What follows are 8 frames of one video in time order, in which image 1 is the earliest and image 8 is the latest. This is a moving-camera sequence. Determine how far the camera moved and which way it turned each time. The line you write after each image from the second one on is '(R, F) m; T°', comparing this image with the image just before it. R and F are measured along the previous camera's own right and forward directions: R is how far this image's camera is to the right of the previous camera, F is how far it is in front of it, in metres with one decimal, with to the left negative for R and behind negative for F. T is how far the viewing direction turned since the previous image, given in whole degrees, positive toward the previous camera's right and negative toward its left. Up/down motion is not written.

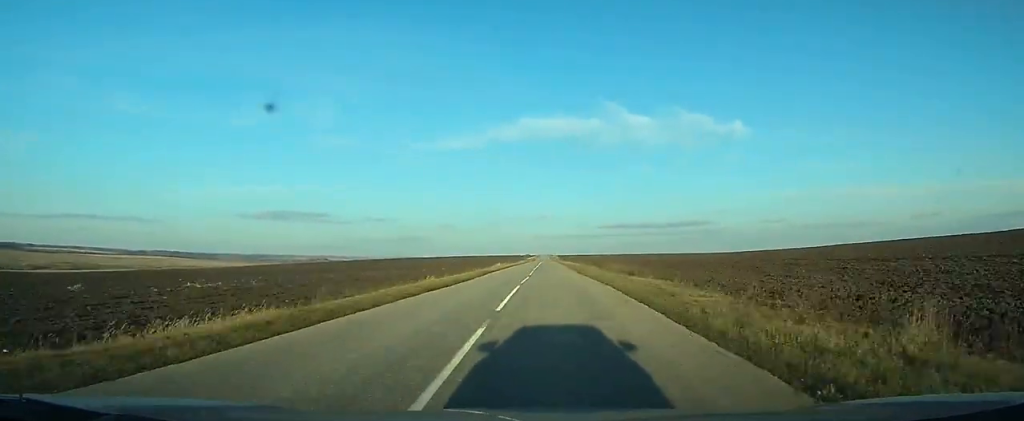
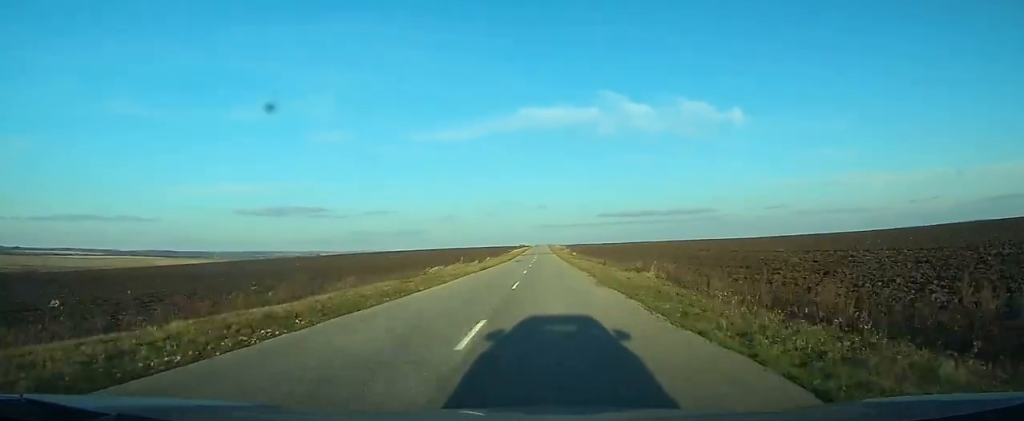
(+1.3, +127.6) m; +1°
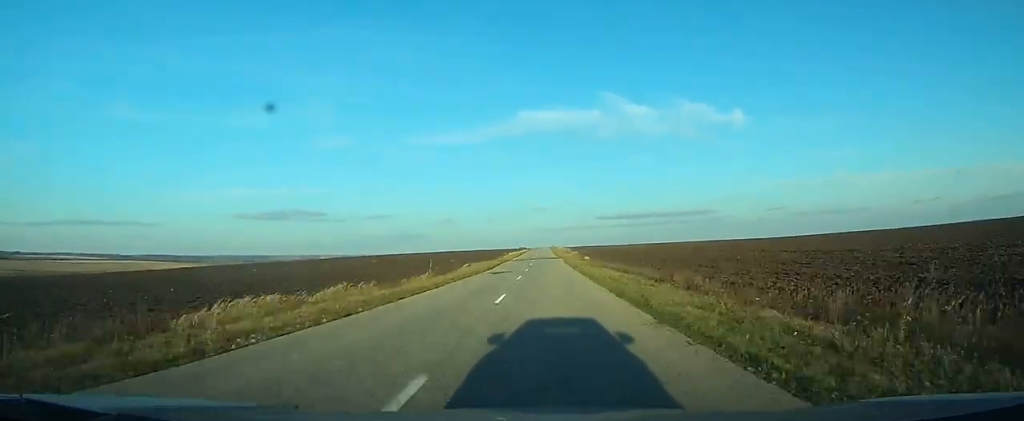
(0.0, +26.6) m; 0°
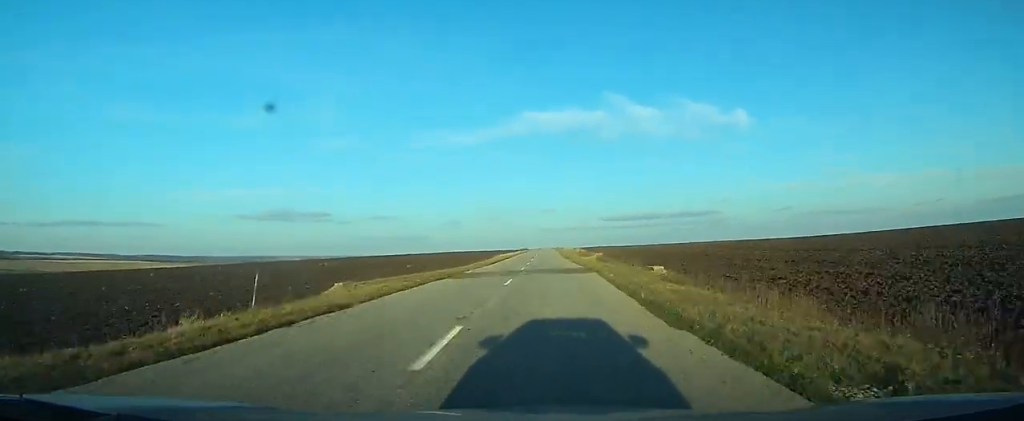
(0.0, +44.4) m; 0°
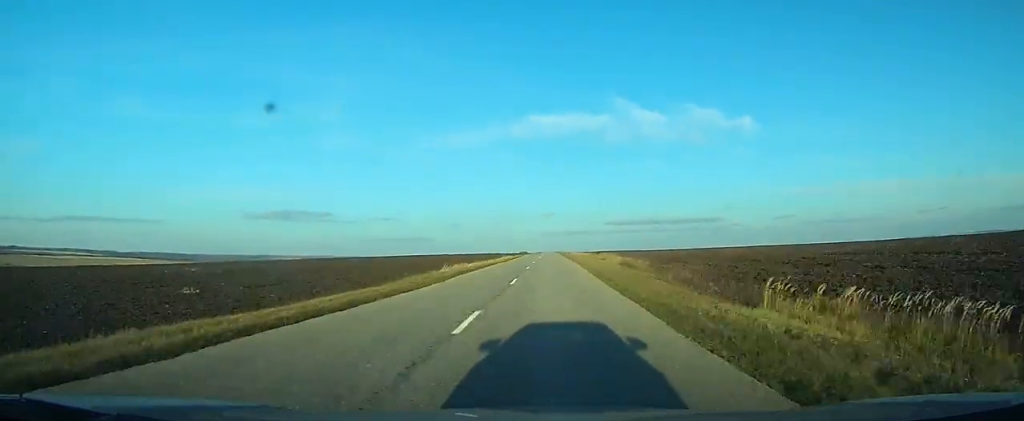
(-0.1, +59.8) m; 0°
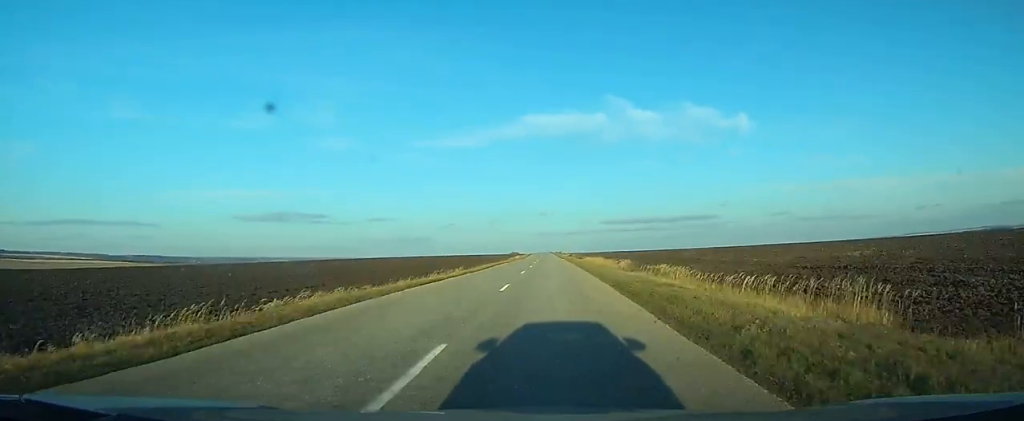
(0.0, +83.0) m; 0°
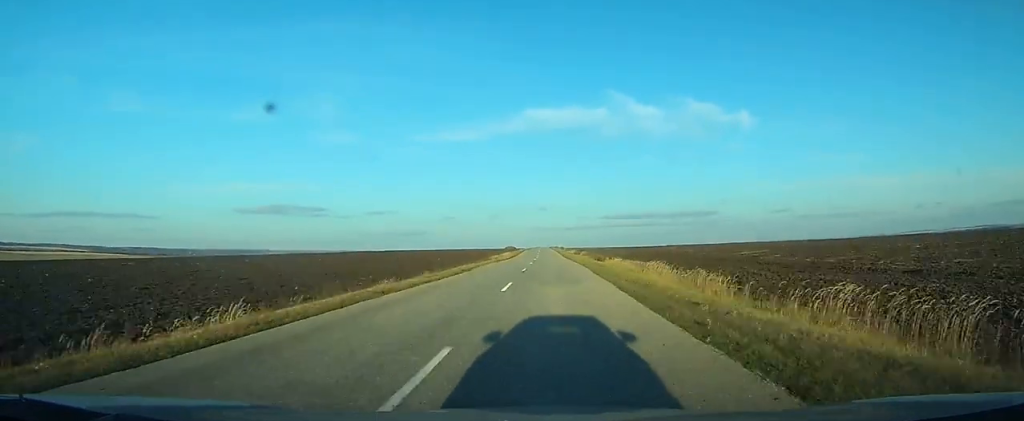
(0.0, +34.3) m; 0°
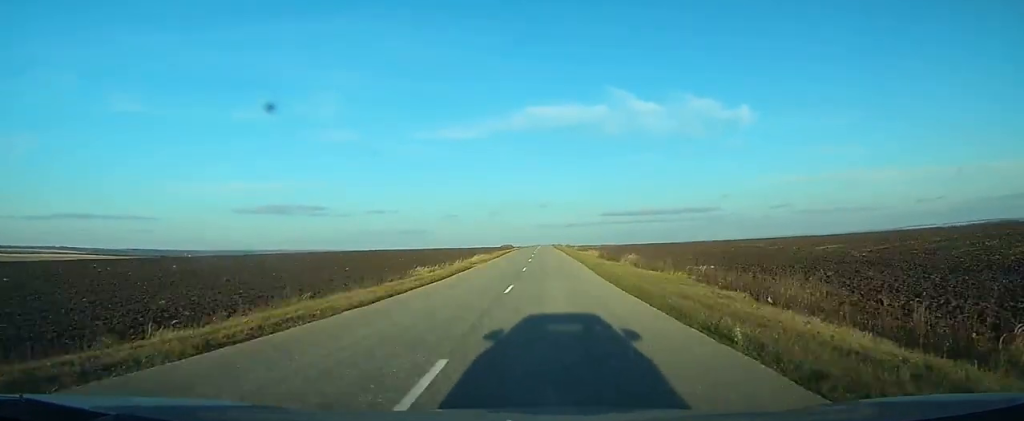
(0.0, +46.6) m; 0°
